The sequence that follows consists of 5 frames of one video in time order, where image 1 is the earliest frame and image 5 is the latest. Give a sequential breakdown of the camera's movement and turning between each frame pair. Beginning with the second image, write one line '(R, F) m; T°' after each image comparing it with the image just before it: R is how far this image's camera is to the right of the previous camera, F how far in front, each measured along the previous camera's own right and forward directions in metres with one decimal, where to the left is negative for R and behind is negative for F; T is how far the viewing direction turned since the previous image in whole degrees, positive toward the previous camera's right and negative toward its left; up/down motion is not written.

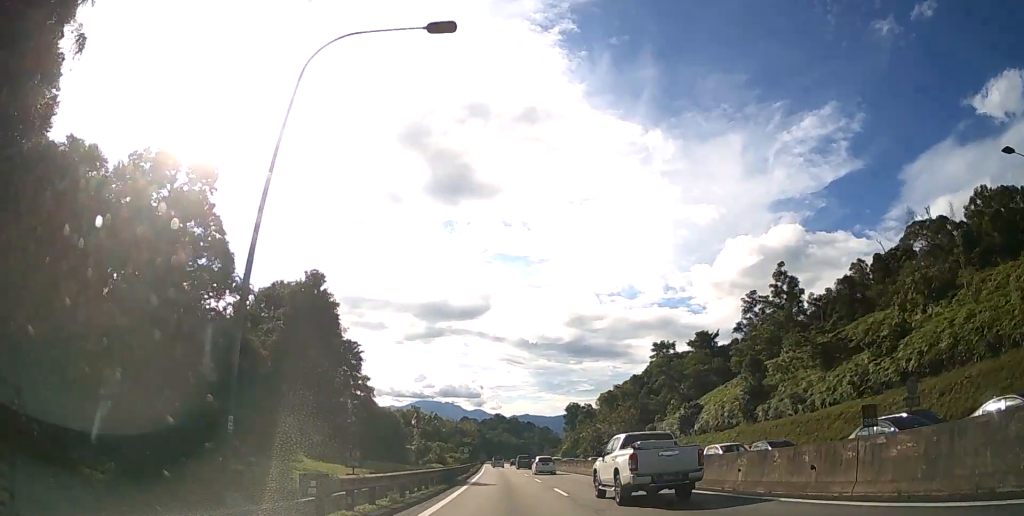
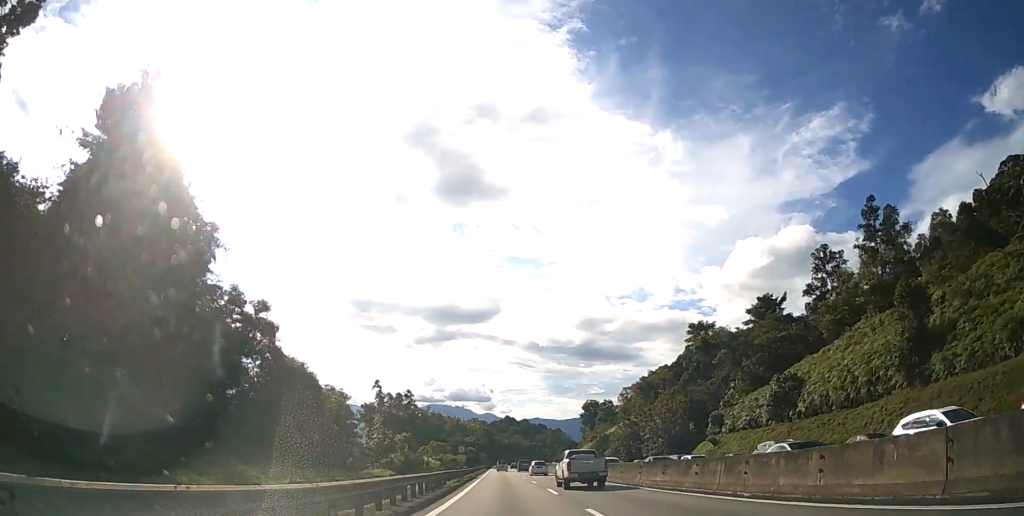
(-0.2, +32.1) m; -1°
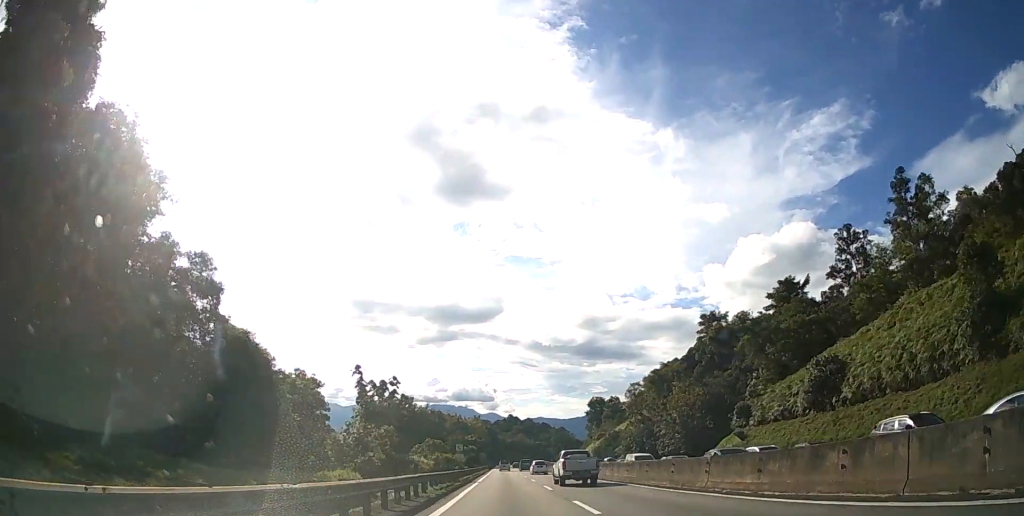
(0.0, +8.7) m; 0°
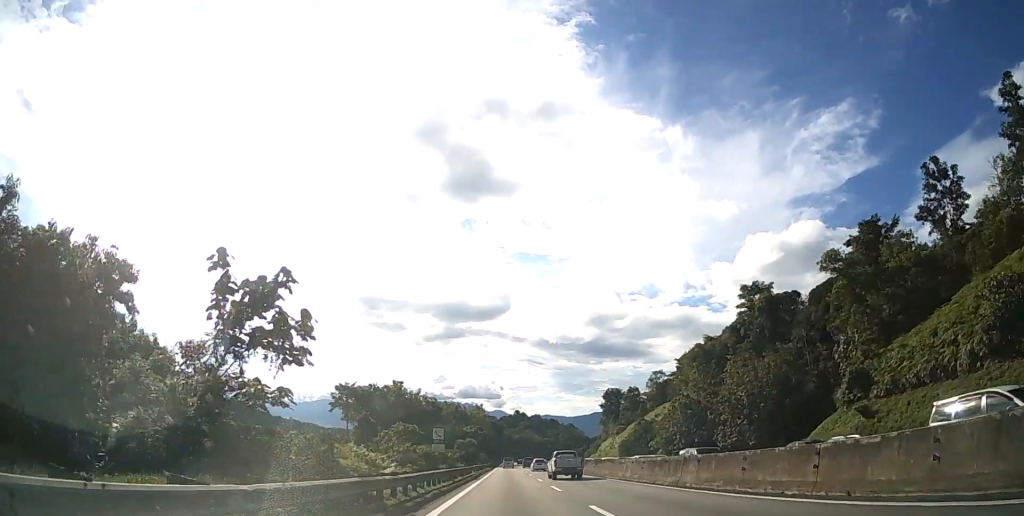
(-0.2, +25.8) m; -1°
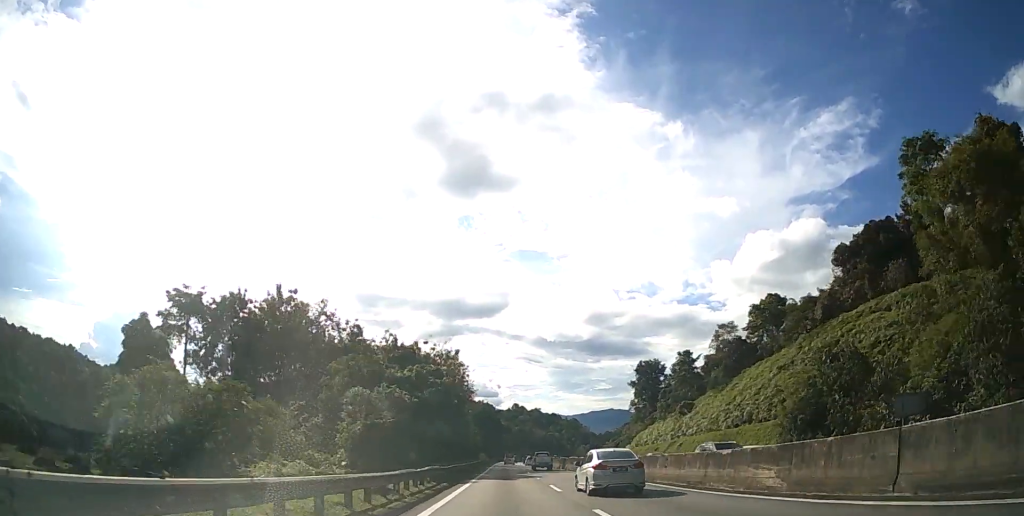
(-0.7, +73.7) m; 0°
